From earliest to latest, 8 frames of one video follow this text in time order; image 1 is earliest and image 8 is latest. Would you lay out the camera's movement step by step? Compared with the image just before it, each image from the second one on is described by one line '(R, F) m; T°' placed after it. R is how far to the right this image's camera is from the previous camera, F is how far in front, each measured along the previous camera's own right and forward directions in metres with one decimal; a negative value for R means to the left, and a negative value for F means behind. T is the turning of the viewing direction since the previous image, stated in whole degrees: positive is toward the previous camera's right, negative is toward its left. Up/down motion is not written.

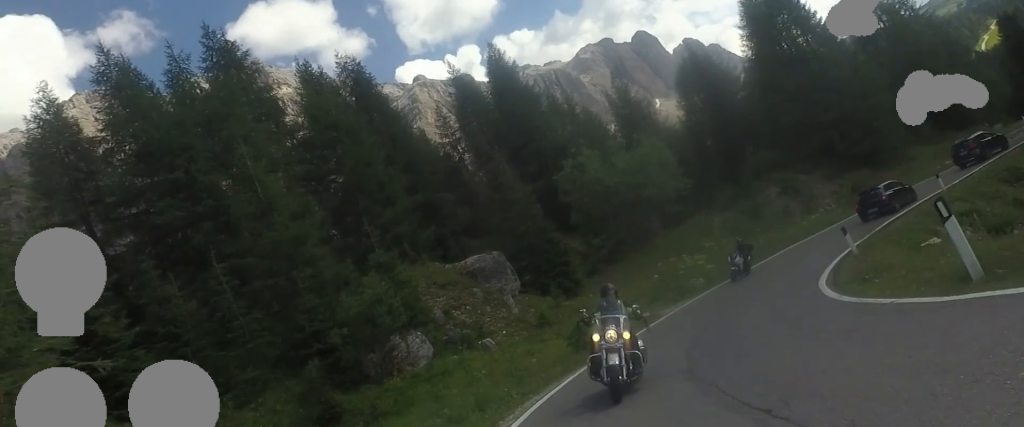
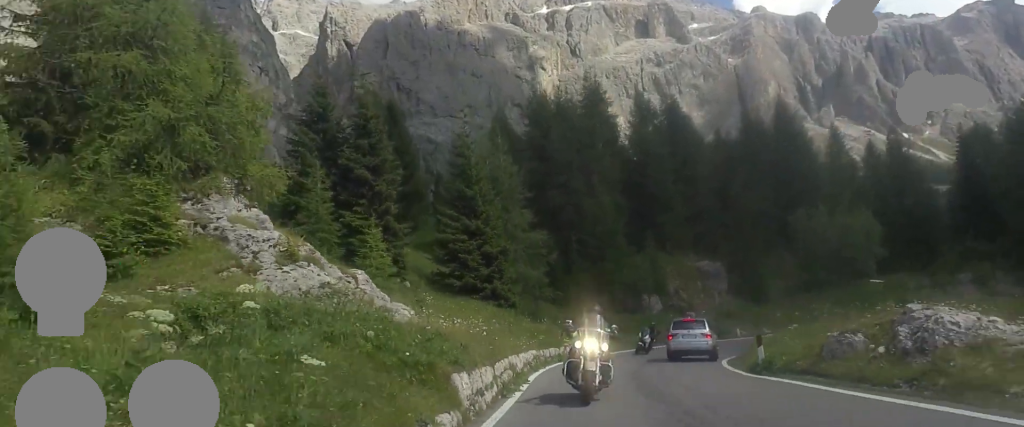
(-5.8, +25.2) m; -17°
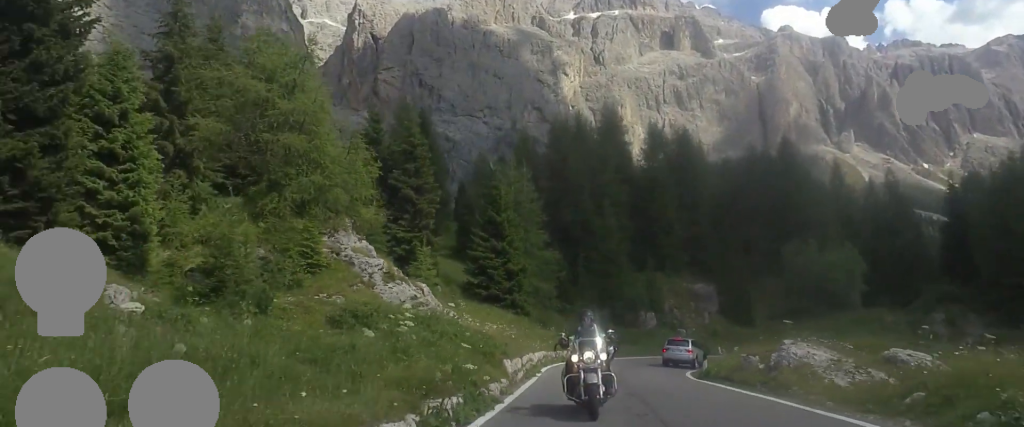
(+0.1, +6.3) m; 0°
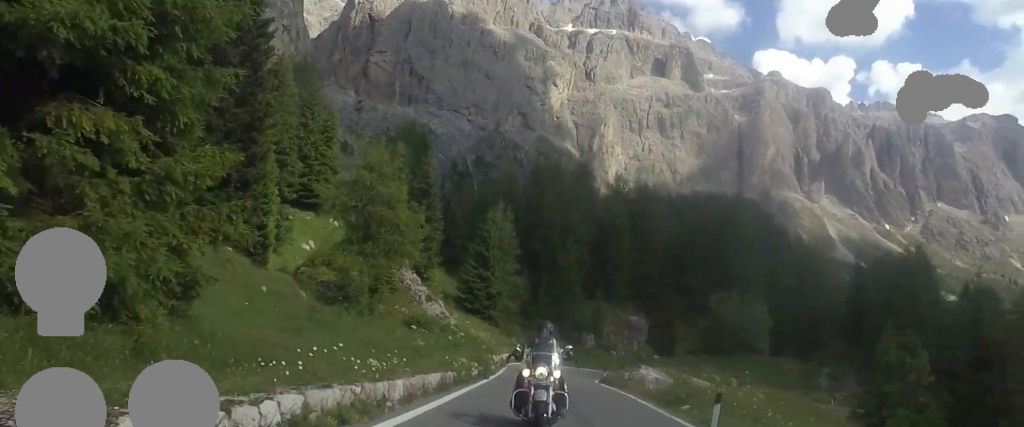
(-0.2, +14.1) m; +3°
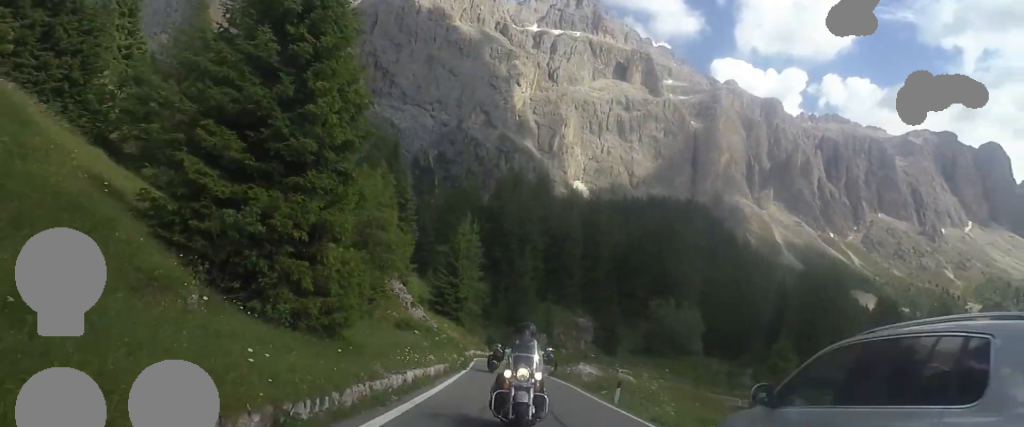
(+0.5, +8.4) m; +2°
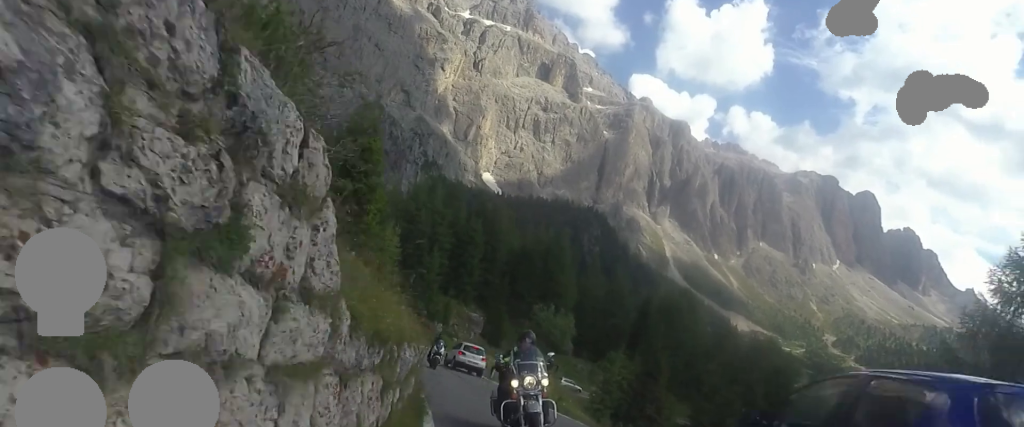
(+0.5, +16.4) m; +11°
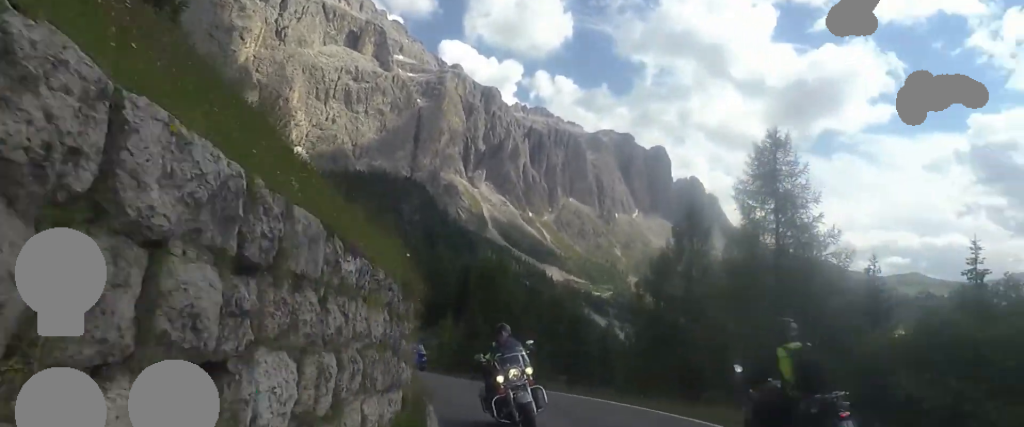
(+2.3, +14.3) m; +12°
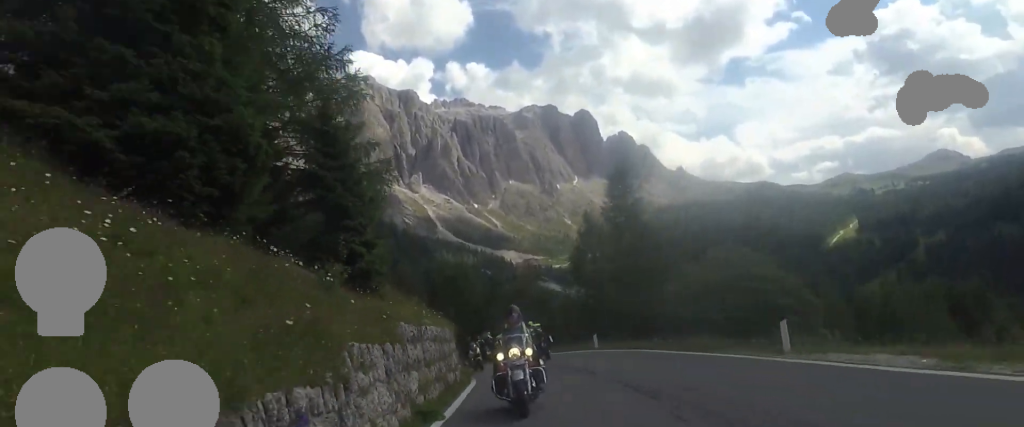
(-0.1, +16.3) m; -4°
